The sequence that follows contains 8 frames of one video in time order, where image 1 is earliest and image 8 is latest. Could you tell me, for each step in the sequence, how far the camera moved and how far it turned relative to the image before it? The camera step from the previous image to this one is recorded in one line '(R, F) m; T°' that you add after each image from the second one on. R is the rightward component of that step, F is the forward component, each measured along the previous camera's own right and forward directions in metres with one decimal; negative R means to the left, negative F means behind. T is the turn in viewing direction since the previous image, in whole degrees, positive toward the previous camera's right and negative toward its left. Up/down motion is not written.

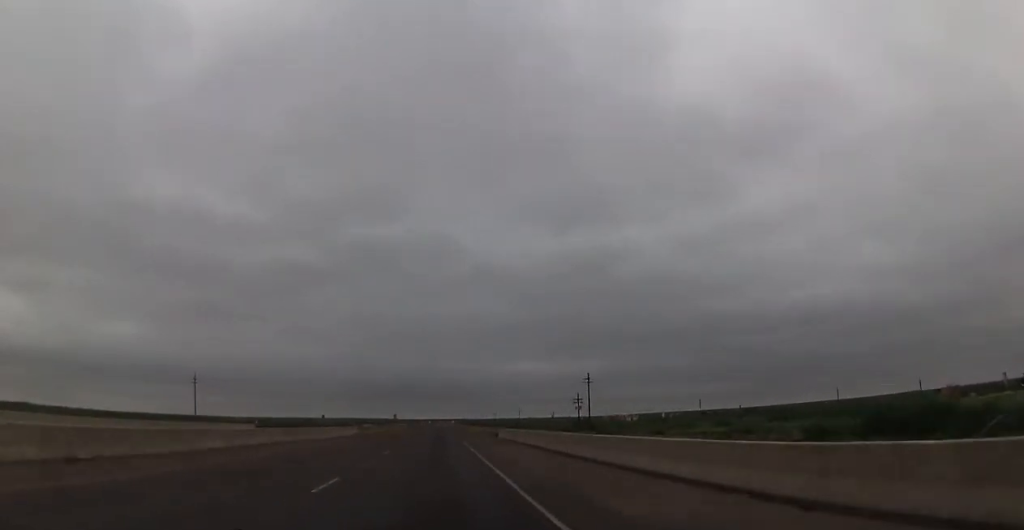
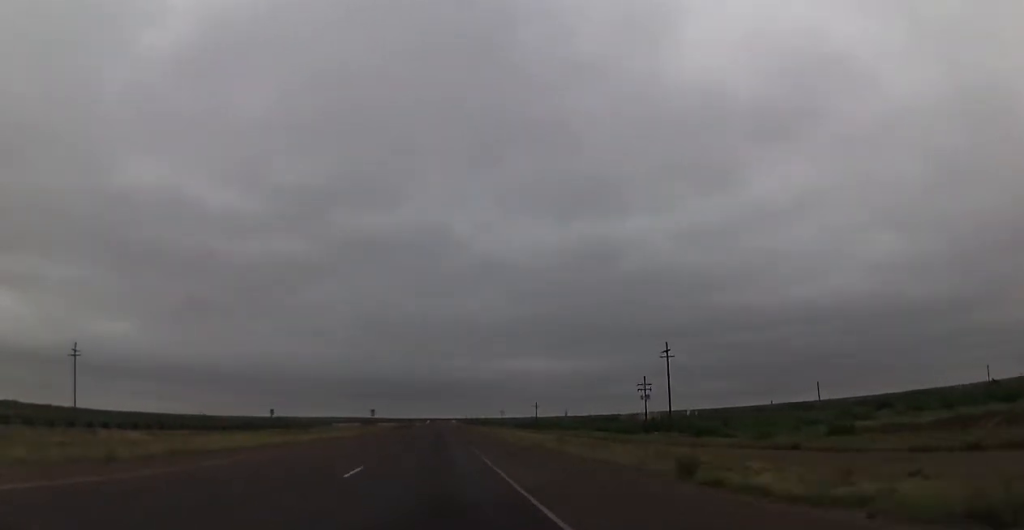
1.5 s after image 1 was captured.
(-0.2, +56.4) m; 0°
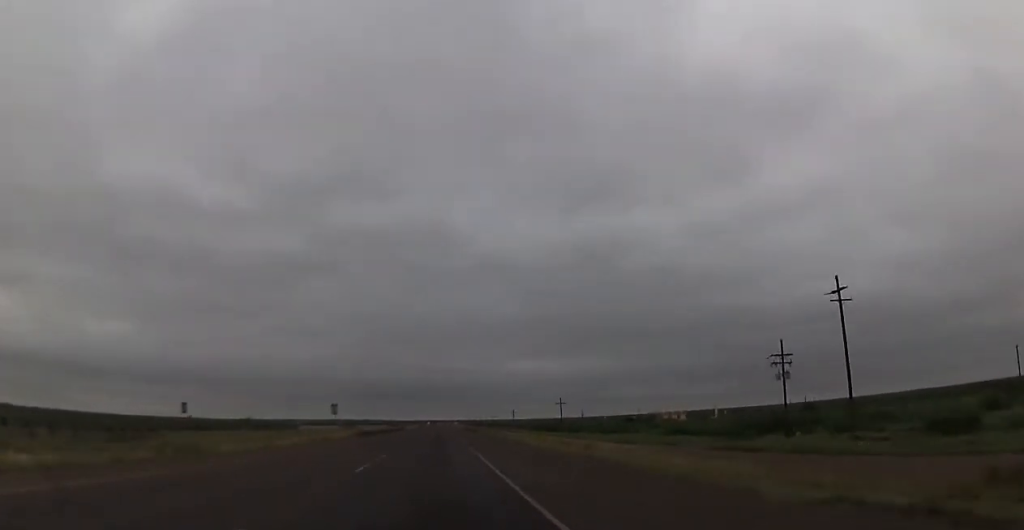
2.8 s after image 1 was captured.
(+0.2, +47.8) m; 0°
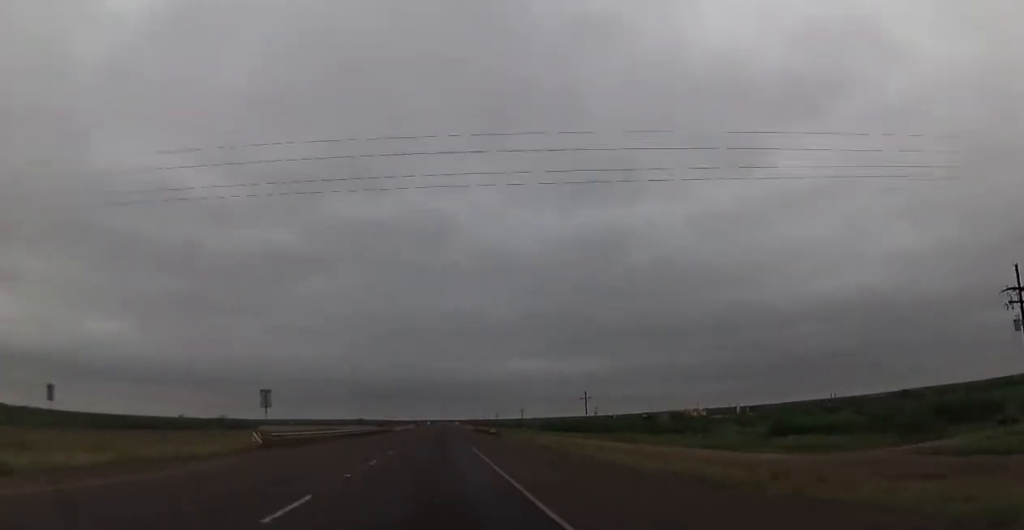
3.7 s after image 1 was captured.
(+0.1, +33.0) m; -1°
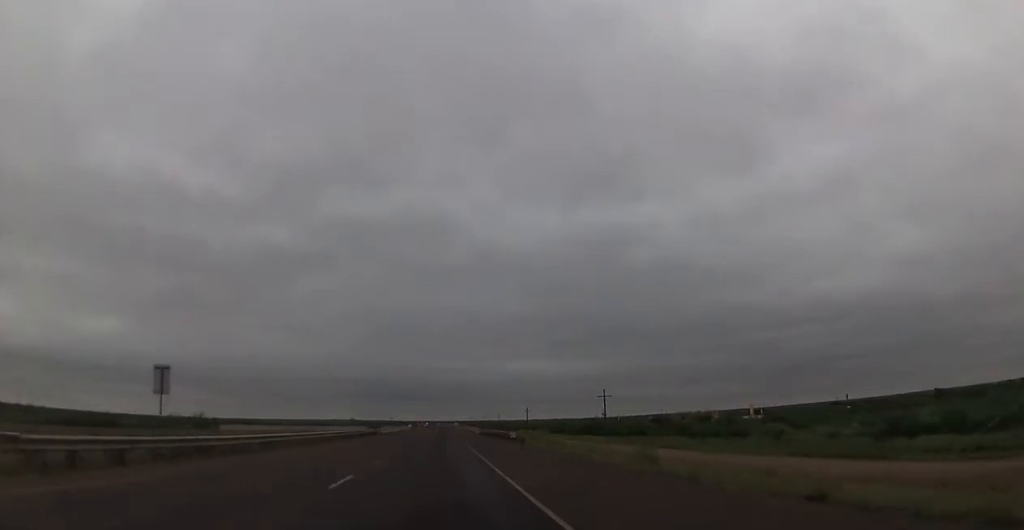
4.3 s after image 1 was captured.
(-0.3, +19.6) m; 0°
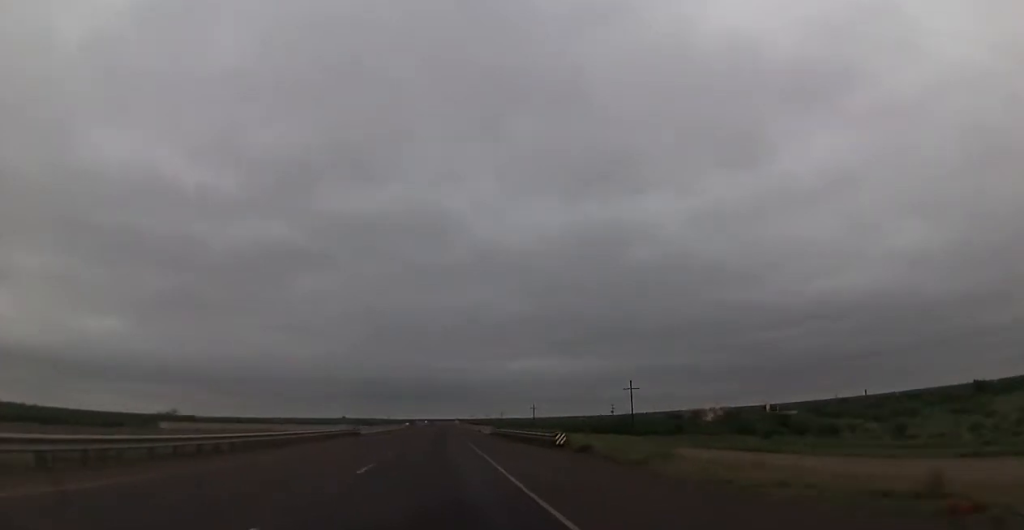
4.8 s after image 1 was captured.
(0.0, +20.8) m; 0°
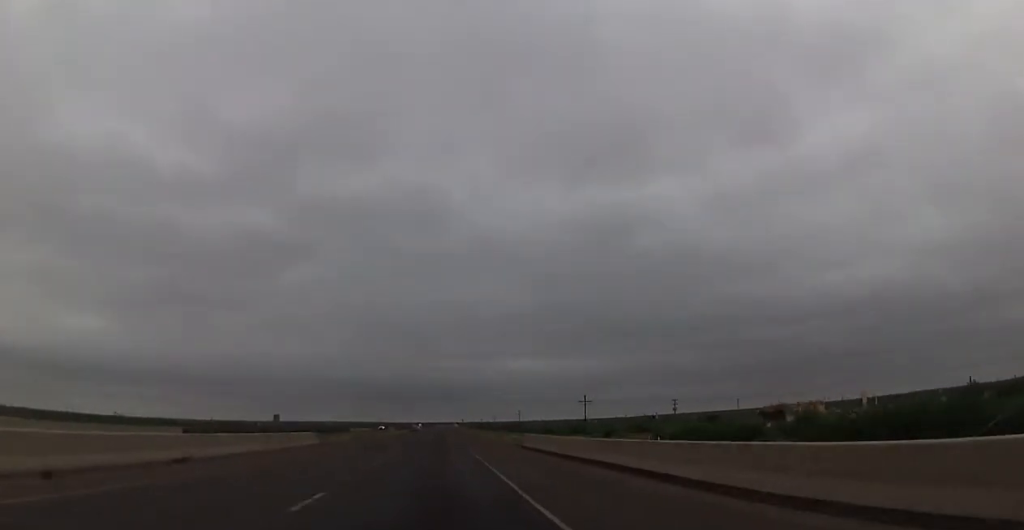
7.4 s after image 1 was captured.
(+0.5, +92.9) m; 0°
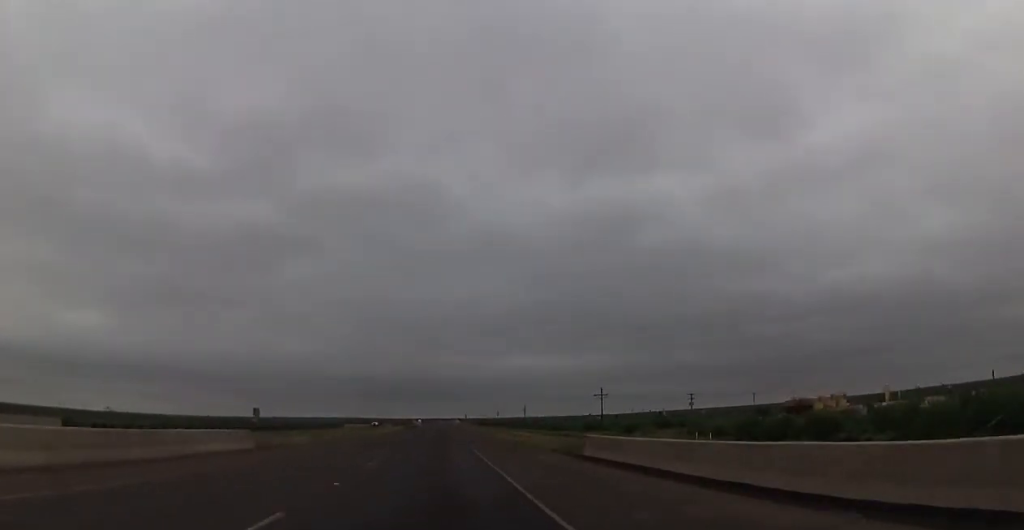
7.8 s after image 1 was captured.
(0.0, +15.9) m; 0°
